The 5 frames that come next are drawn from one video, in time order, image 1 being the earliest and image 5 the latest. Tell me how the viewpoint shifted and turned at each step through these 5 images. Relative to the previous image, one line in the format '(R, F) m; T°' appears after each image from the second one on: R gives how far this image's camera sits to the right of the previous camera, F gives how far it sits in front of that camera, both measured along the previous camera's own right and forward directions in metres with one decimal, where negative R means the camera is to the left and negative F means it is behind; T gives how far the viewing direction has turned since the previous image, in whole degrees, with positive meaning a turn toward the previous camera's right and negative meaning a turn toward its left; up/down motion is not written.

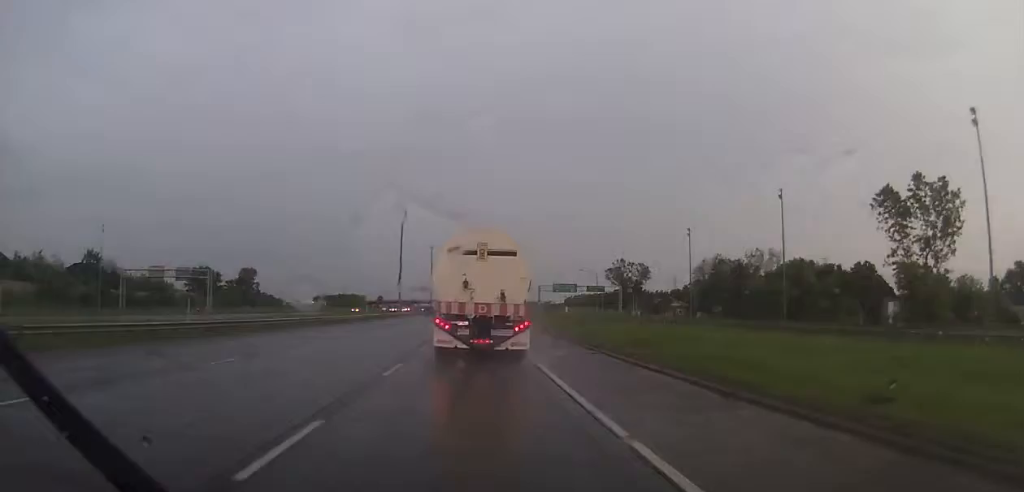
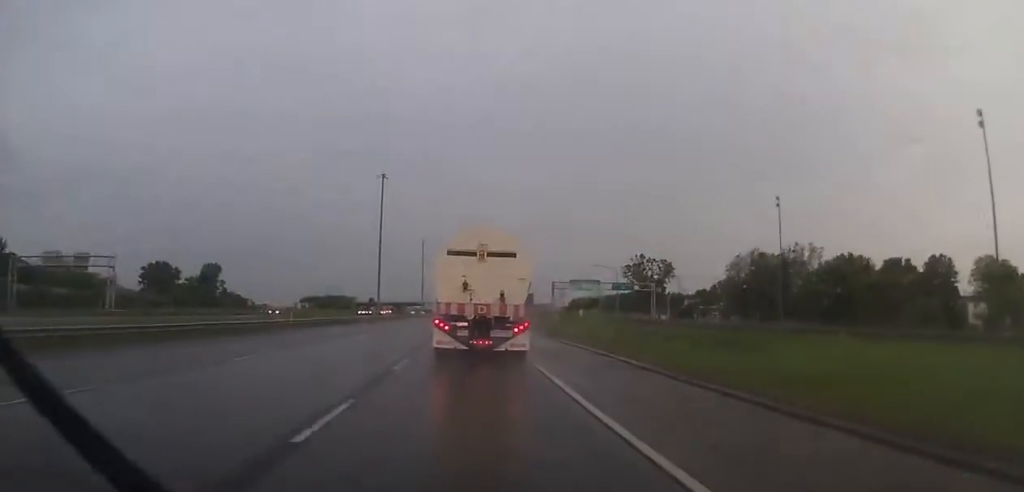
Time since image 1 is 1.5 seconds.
(0.0, +34.1) m; 0°
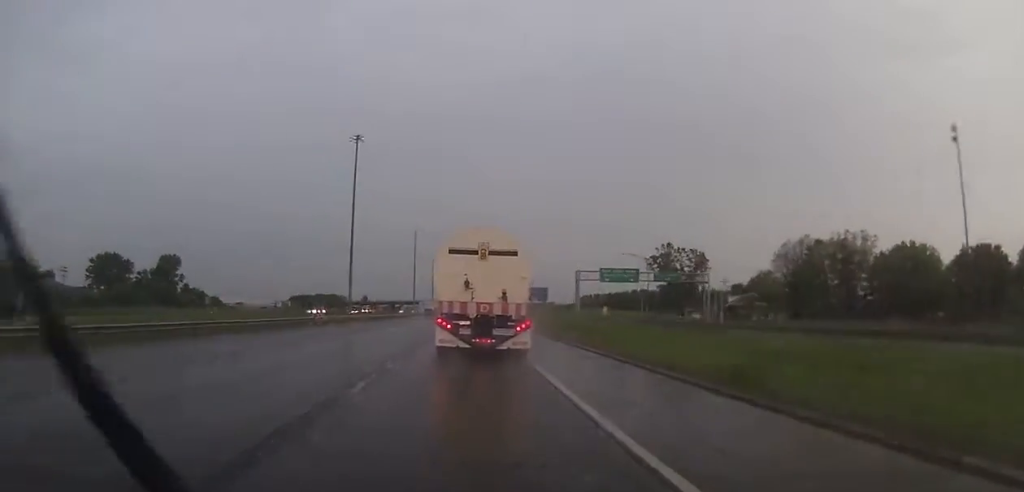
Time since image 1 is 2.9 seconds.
(0.0, +32.3) m; +1°
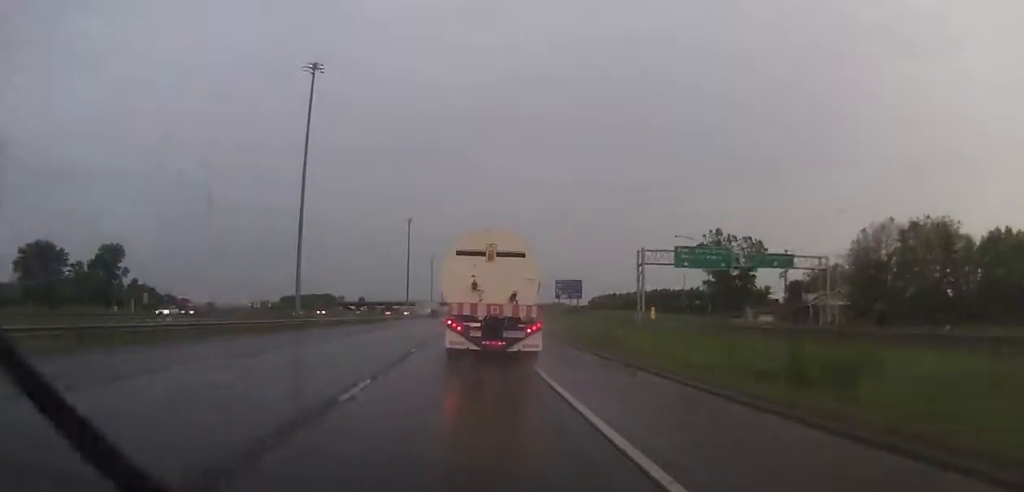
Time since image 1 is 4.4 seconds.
(+0.1, +36.0) m; 0°
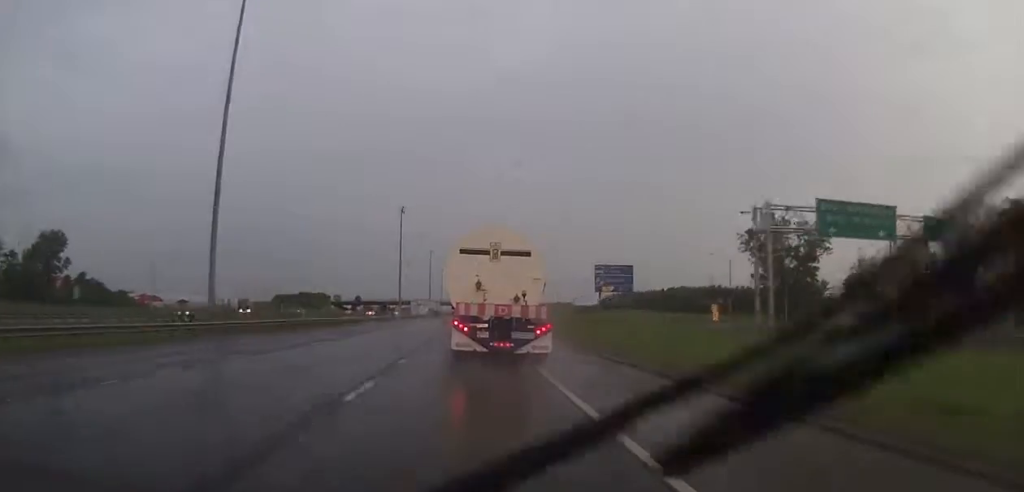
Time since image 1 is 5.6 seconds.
(-0.2, +27.1) m; 0°
